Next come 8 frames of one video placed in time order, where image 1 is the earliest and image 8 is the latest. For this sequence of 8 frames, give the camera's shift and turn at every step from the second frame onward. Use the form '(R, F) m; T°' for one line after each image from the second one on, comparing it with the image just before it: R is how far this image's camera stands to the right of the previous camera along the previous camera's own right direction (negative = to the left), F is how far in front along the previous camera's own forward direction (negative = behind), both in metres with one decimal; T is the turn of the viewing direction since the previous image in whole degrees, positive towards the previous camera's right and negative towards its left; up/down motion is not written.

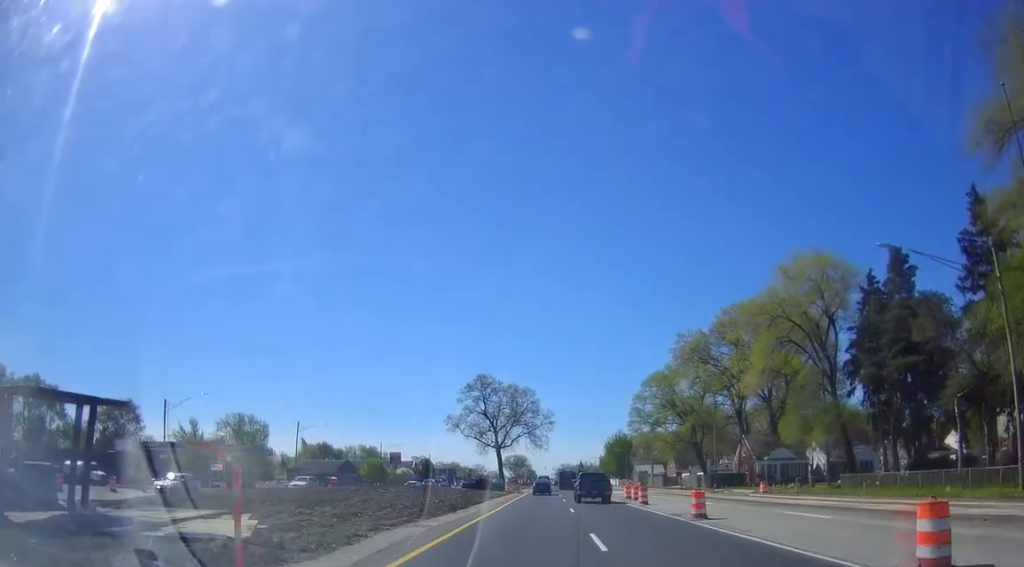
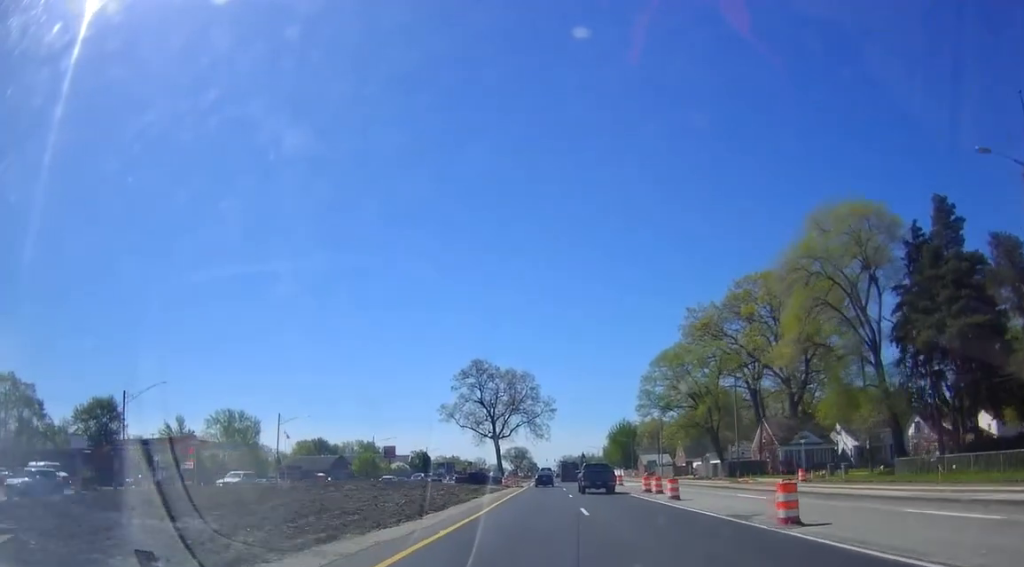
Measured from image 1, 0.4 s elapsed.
(0.0, +8.2) m; 0°
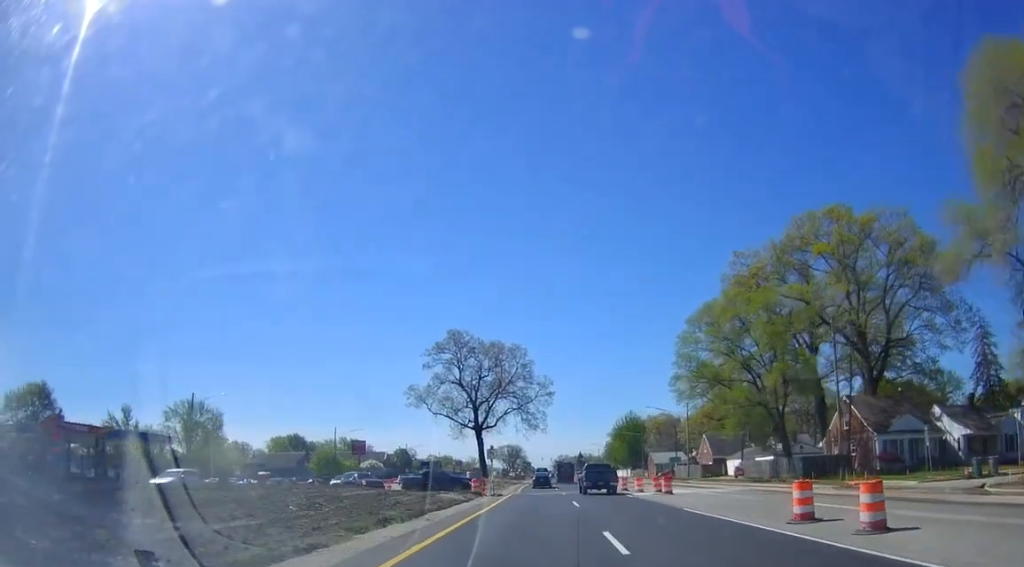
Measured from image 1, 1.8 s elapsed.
(+0.4, +24.8) m; -1°
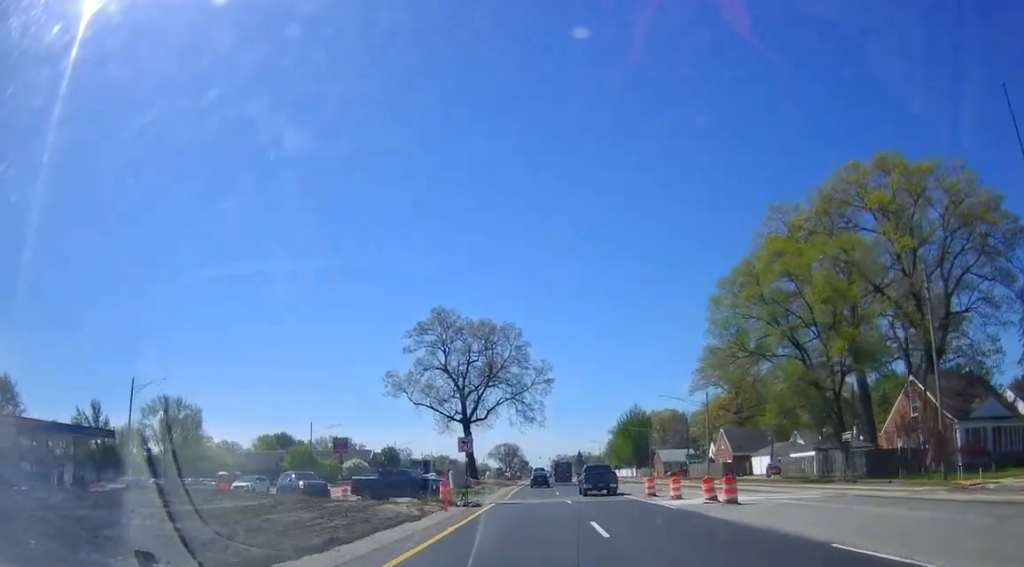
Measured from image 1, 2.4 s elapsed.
(-0.4, +12.2) m; 0°
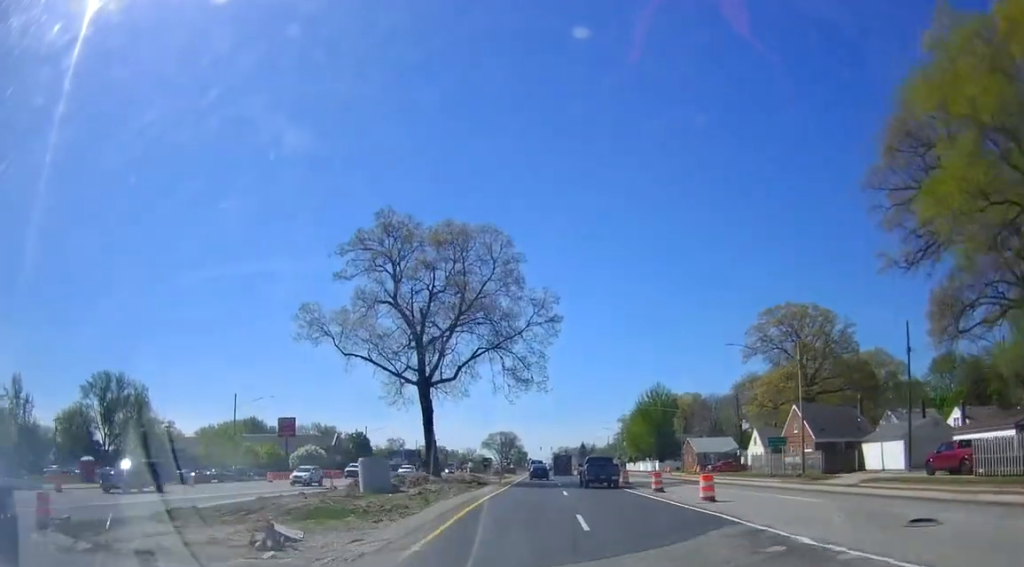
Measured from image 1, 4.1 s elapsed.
(+0.6, +29.8) m; +2°
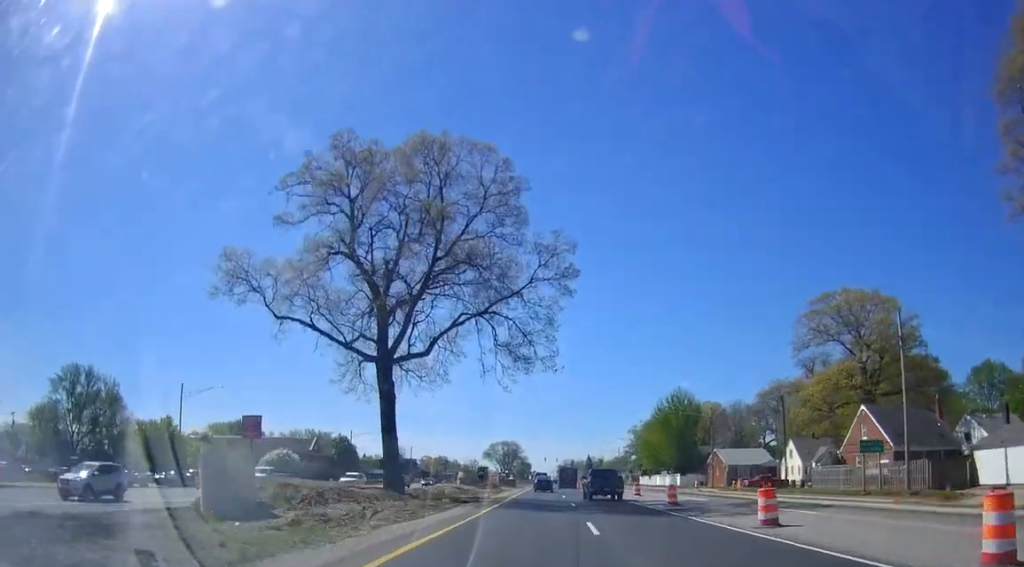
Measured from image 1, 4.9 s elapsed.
(-0.1, +14.8) m; -1°
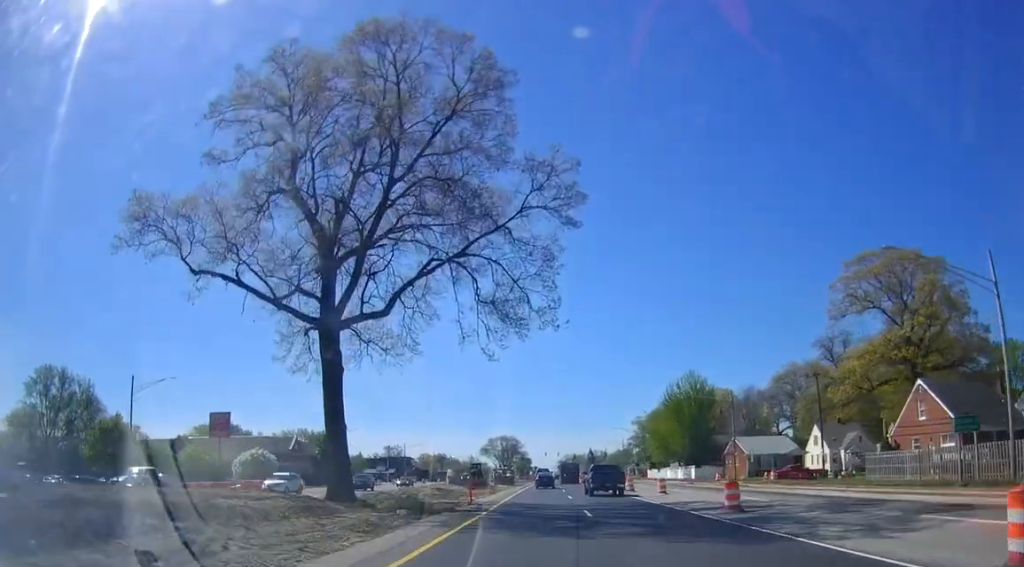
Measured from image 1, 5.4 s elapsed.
(0.0, +9.4) m; -1°
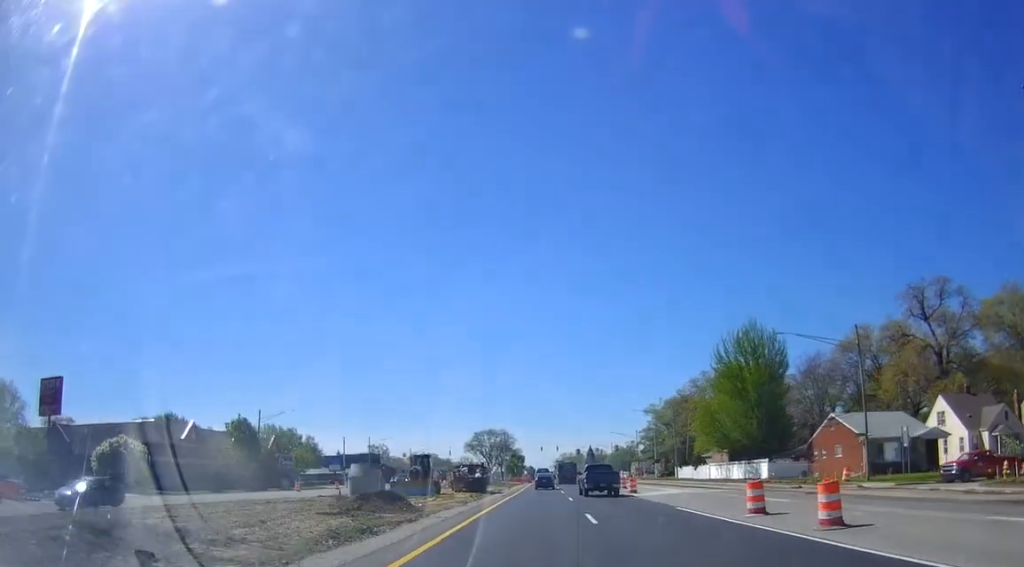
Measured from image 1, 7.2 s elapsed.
(-0.4, +32.2) m; 0°
